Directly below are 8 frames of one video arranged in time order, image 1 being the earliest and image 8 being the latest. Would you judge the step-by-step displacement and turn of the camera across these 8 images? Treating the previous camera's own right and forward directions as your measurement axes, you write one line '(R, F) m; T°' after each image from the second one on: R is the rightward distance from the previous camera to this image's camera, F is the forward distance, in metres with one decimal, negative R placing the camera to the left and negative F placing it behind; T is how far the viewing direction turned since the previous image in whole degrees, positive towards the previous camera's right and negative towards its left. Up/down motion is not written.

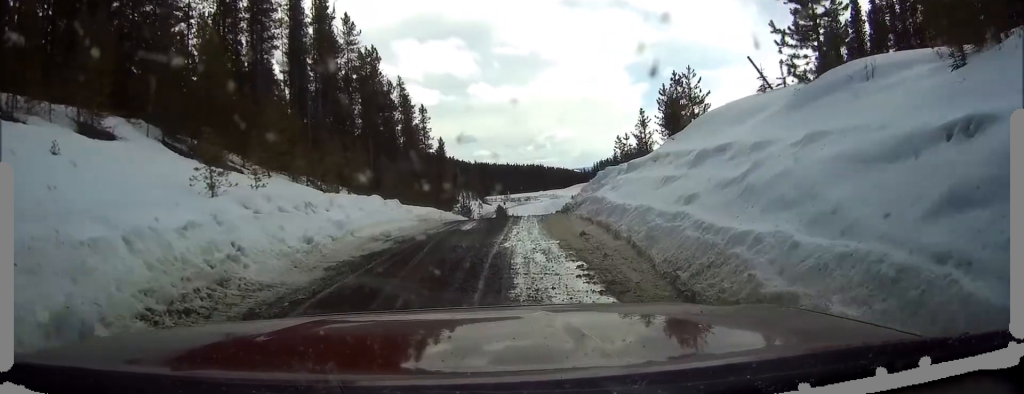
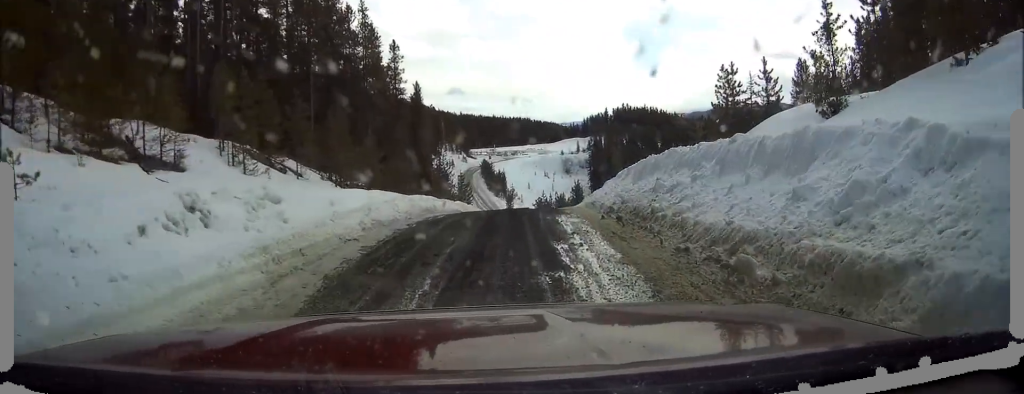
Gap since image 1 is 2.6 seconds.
(+0.4, +14.4) m; +3°
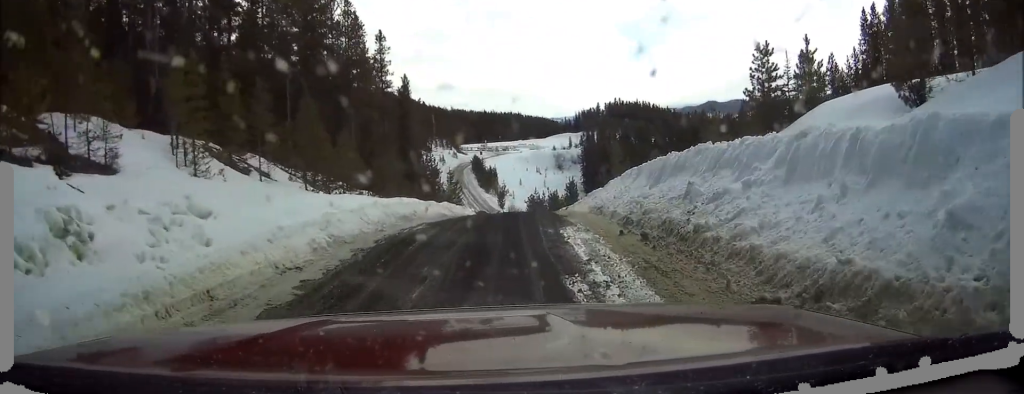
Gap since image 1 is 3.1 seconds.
(0.0, +2.6) m; 0°
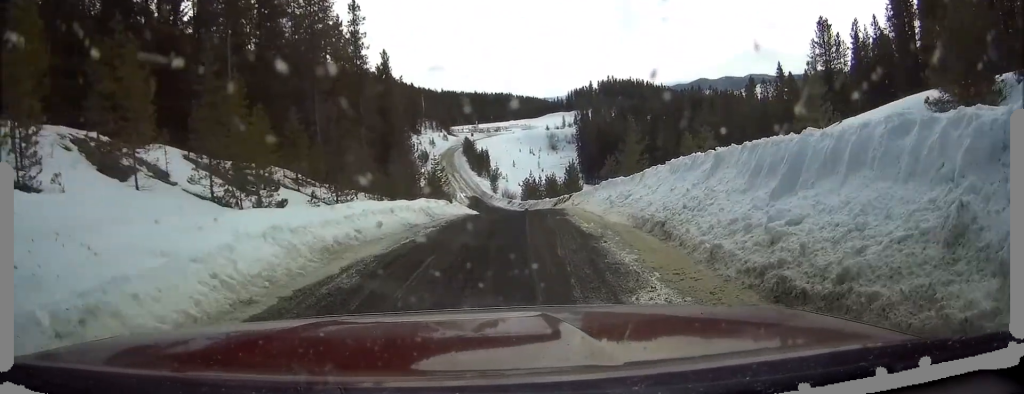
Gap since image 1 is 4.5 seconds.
(0.0, +7.2) m; 0°
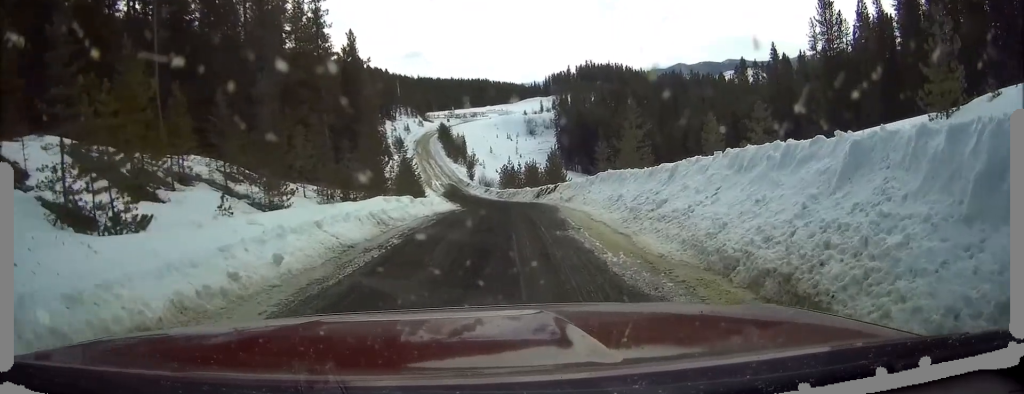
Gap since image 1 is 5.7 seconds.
(0.0, +5.7) m; 0°
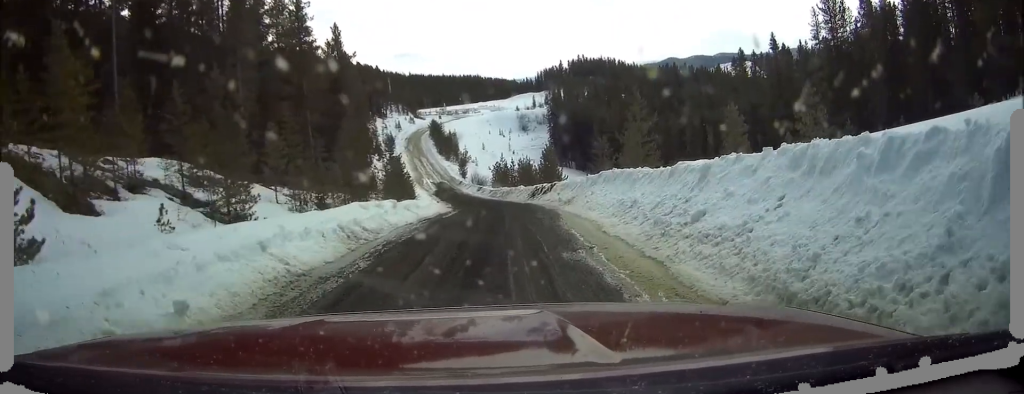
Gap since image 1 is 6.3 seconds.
(0.0, +2.8) m; 0°
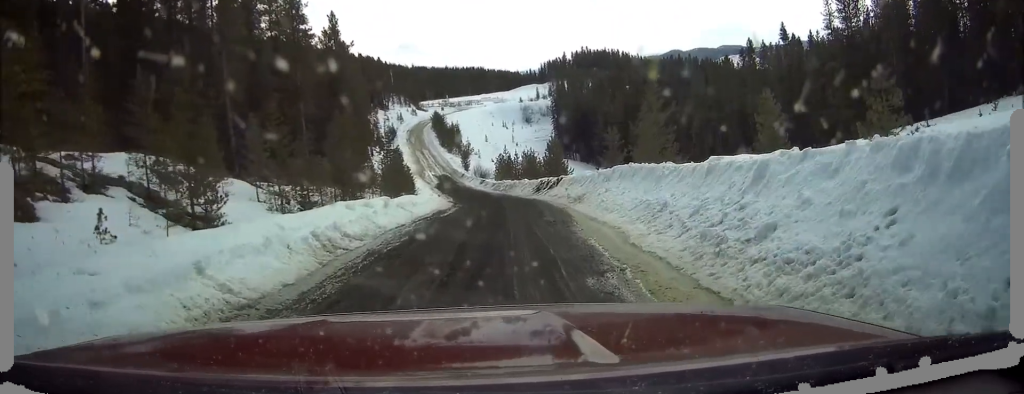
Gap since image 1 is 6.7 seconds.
(0.0, +2.4) m; 0°
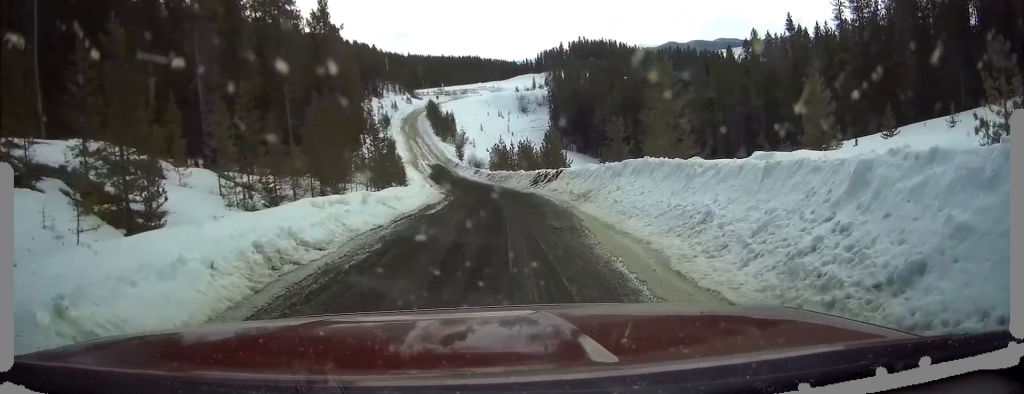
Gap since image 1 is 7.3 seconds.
(0.0, +2.8) m; -1°
